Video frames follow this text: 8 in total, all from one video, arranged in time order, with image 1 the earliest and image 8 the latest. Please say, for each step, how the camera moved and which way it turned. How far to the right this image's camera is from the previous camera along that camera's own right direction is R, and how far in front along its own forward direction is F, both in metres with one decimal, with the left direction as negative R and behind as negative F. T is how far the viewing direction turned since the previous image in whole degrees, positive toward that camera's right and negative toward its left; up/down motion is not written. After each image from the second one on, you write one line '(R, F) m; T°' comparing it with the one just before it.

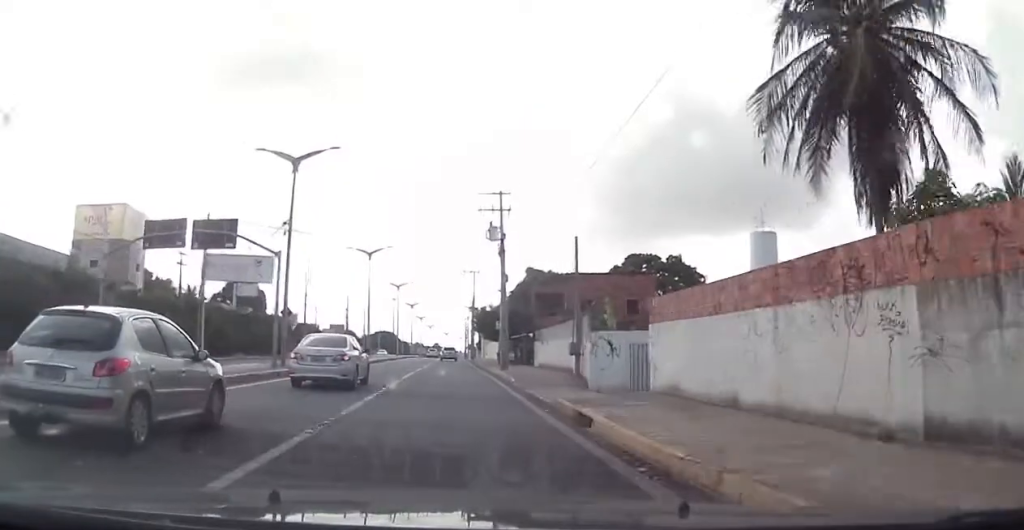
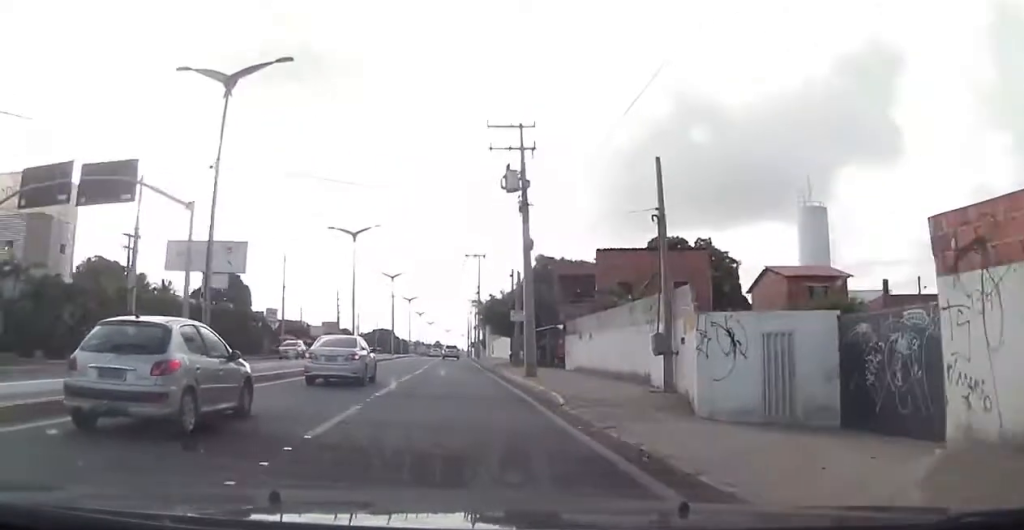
(+0.1, +11.5) m; -1°
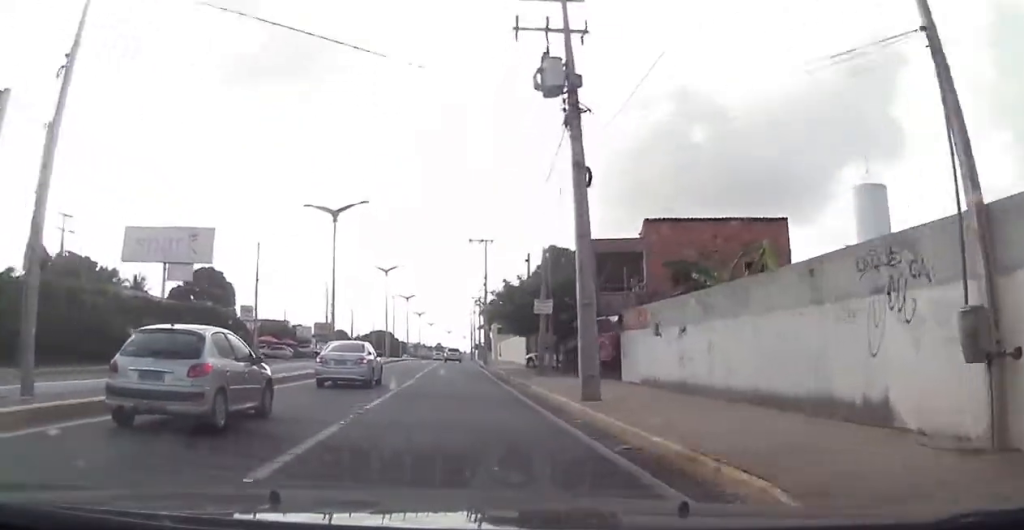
(-0.1, +10.6) m; -1°
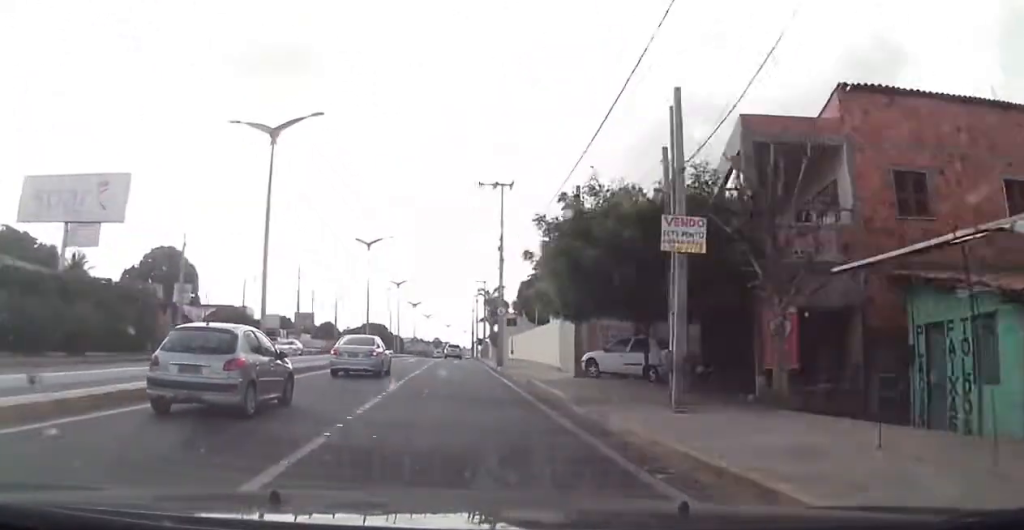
(-0.2, +17.4) m; 0°
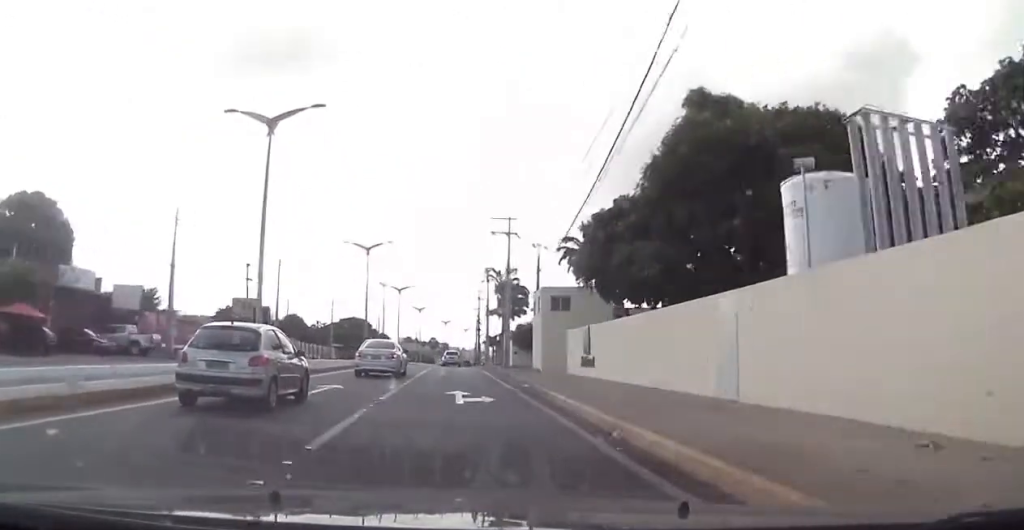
(+0.2, +36.0) m; 0°
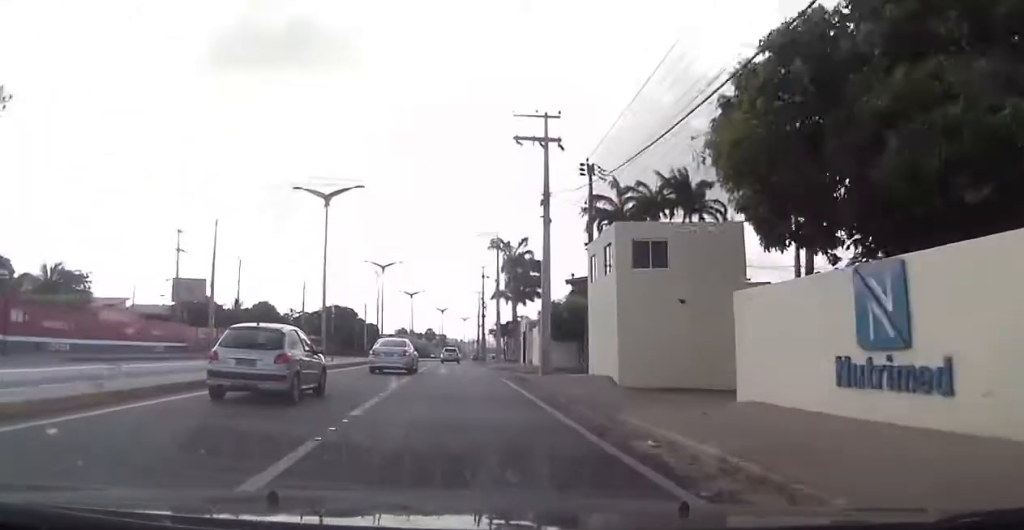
(-0.4, +20.2) m; 0°
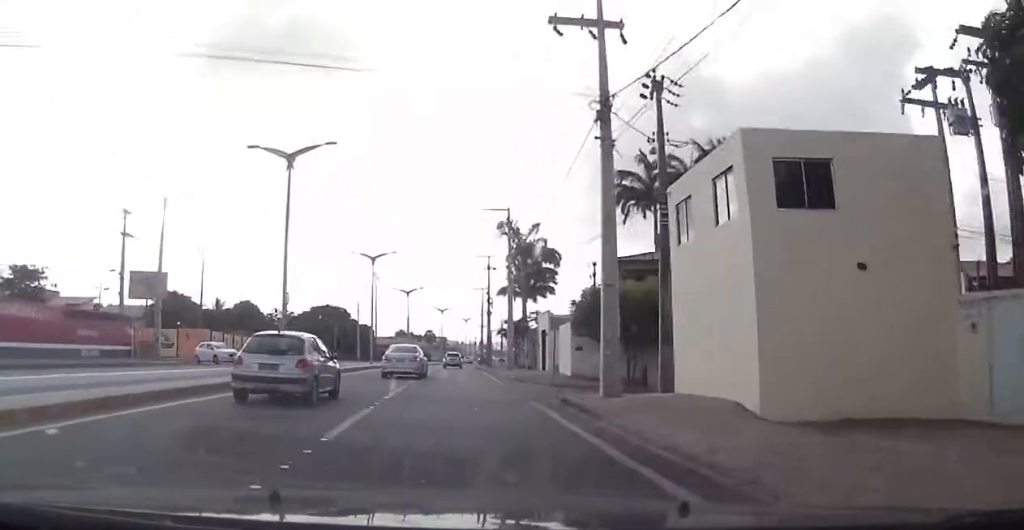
(+0.4, +10.7) m; 0°
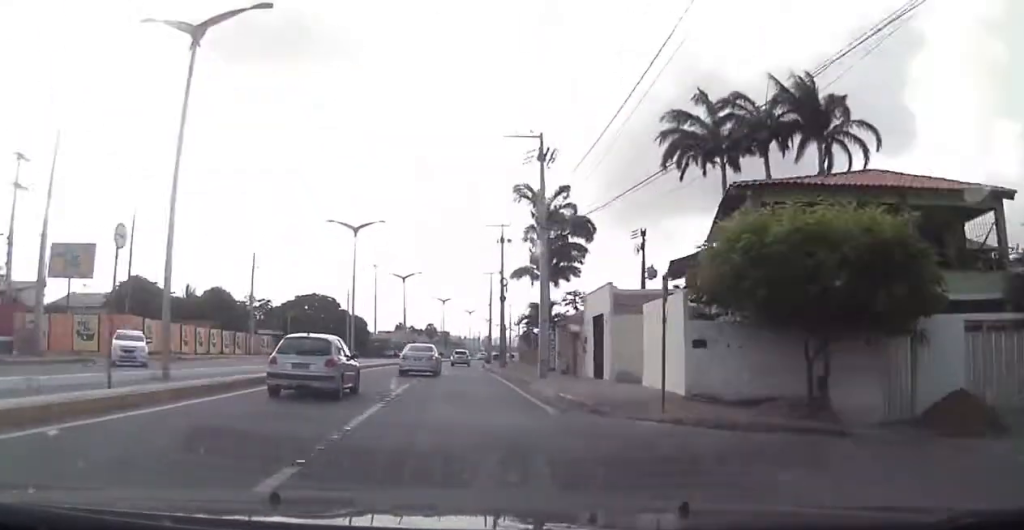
(-0.2, +14.5) m; 0°
